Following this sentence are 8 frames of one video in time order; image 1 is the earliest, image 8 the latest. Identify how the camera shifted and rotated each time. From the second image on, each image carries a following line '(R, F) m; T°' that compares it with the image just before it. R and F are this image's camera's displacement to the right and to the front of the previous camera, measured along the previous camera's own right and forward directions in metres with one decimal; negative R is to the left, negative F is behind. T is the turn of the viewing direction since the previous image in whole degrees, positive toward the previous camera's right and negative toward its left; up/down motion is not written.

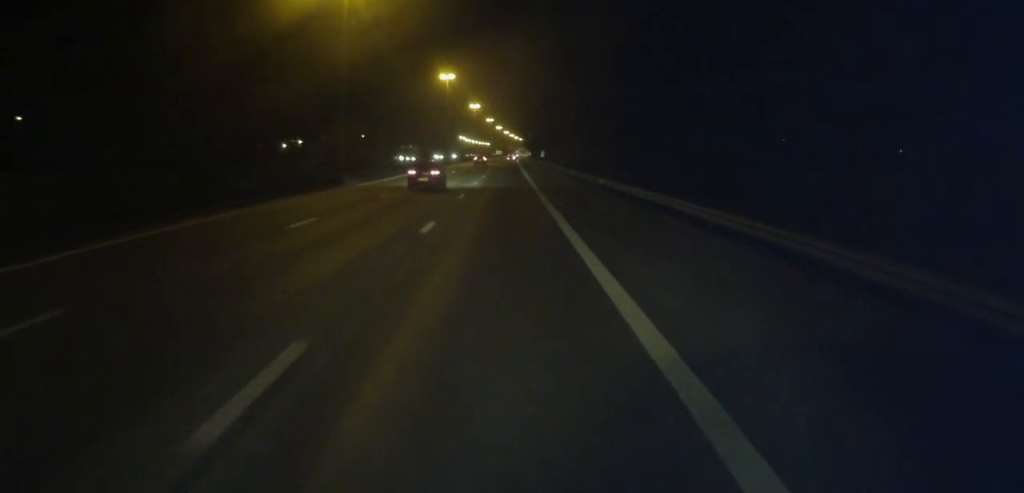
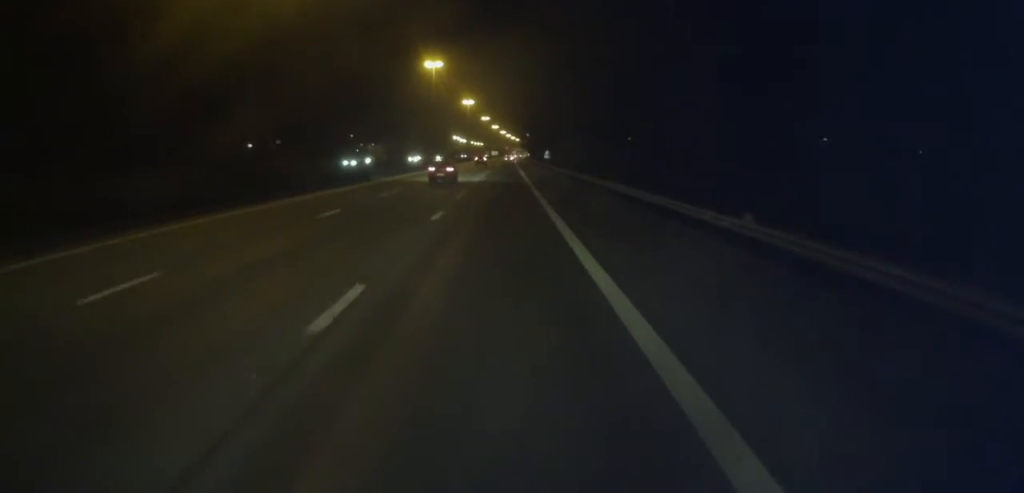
(0.0, +21.9) m; 0°
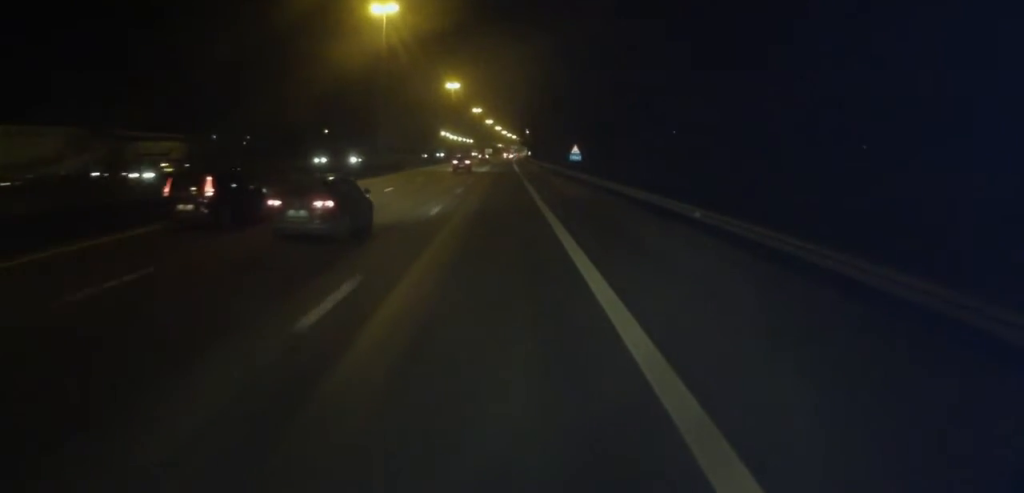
(+0.4, +50.4) m; +2°
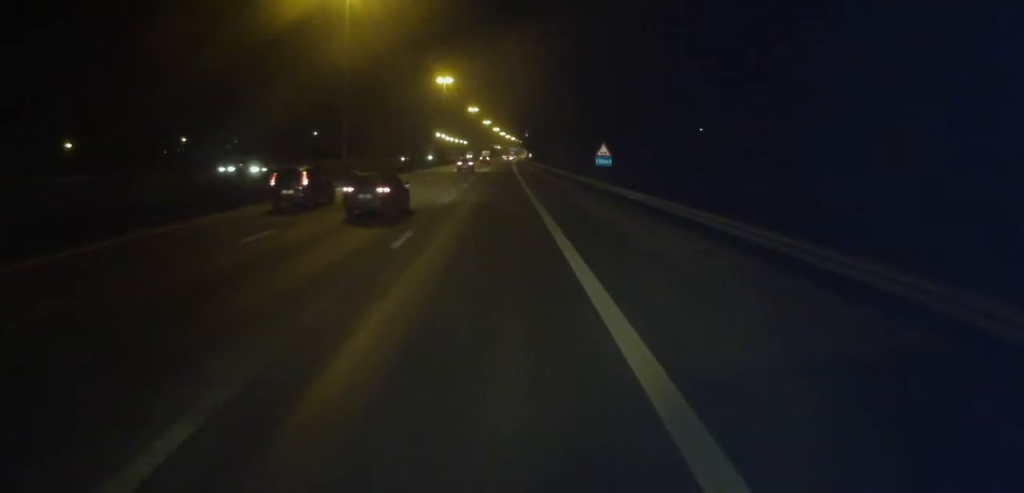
(+0.1, +18.1) m; 0°
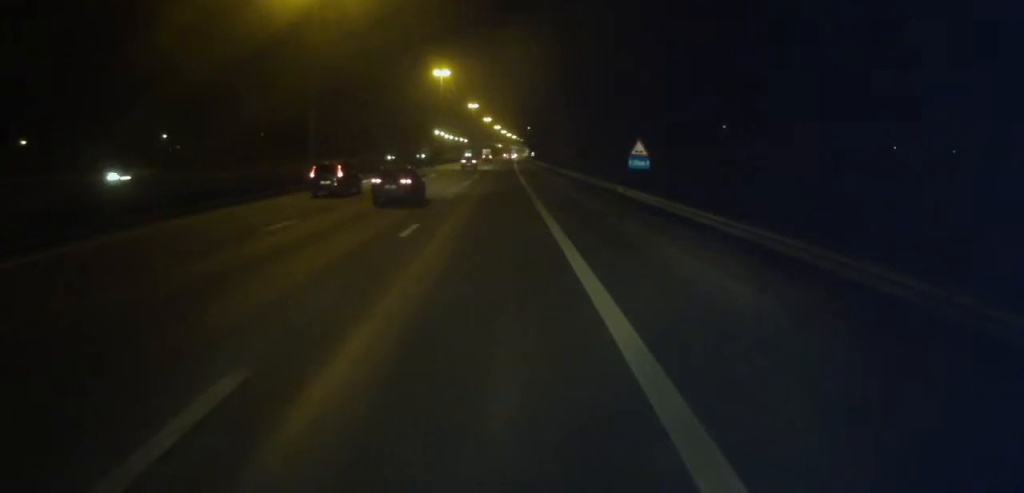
(0.0, +11.0) m; 0°
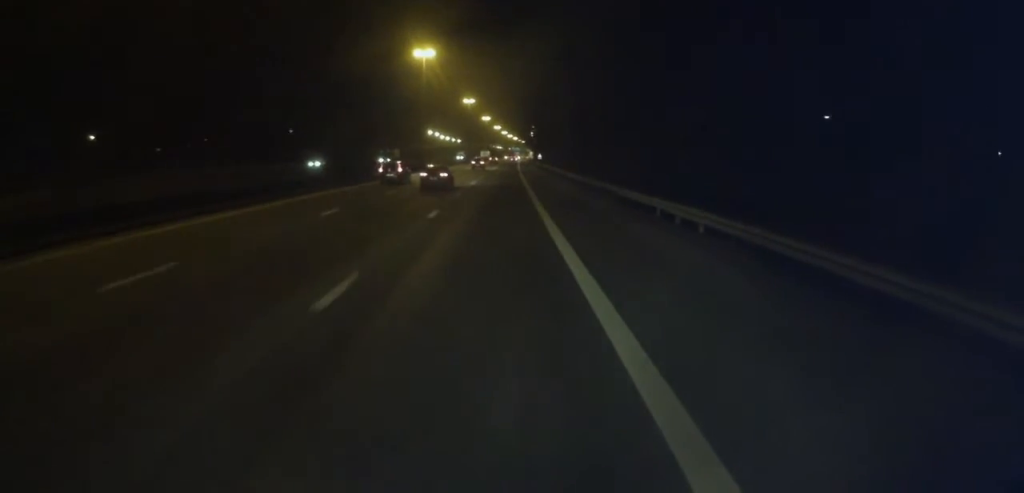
(-0.1, +32.1) m; 0°
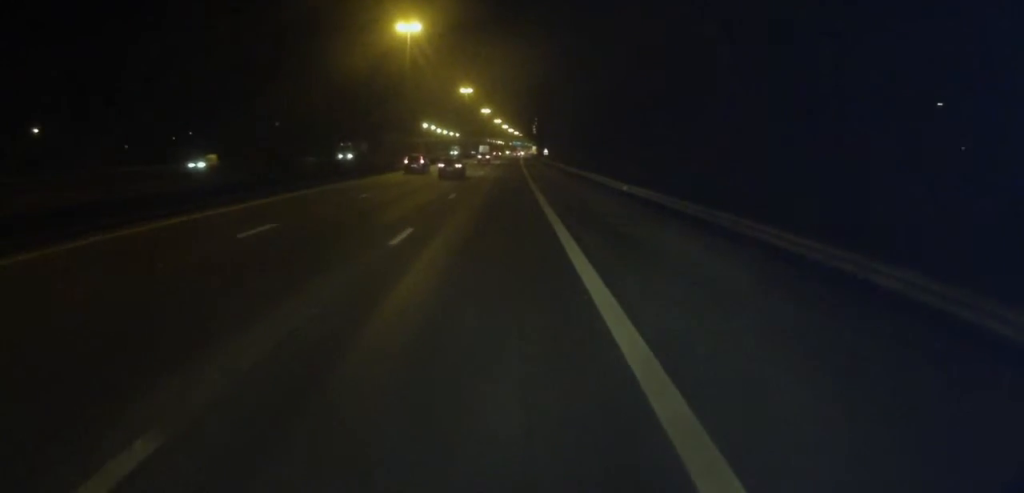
(-0.1, +19.5) m; 0°
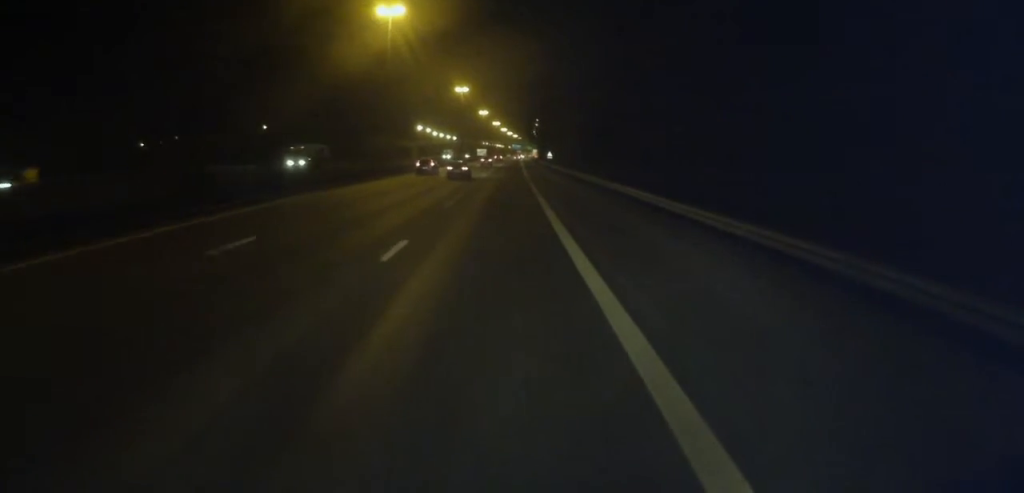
(+0.1, +14.0) m; 0°
